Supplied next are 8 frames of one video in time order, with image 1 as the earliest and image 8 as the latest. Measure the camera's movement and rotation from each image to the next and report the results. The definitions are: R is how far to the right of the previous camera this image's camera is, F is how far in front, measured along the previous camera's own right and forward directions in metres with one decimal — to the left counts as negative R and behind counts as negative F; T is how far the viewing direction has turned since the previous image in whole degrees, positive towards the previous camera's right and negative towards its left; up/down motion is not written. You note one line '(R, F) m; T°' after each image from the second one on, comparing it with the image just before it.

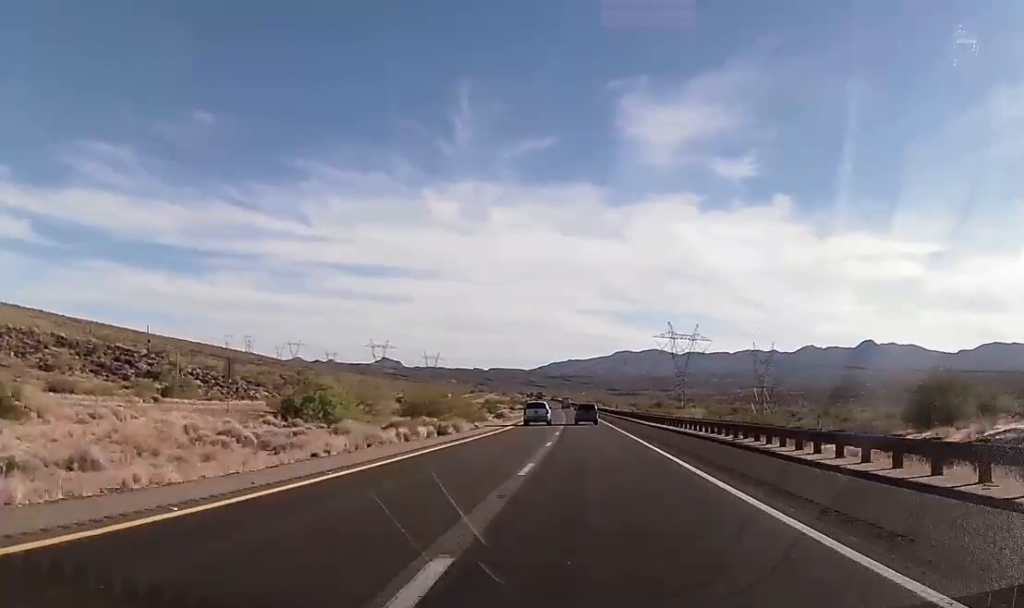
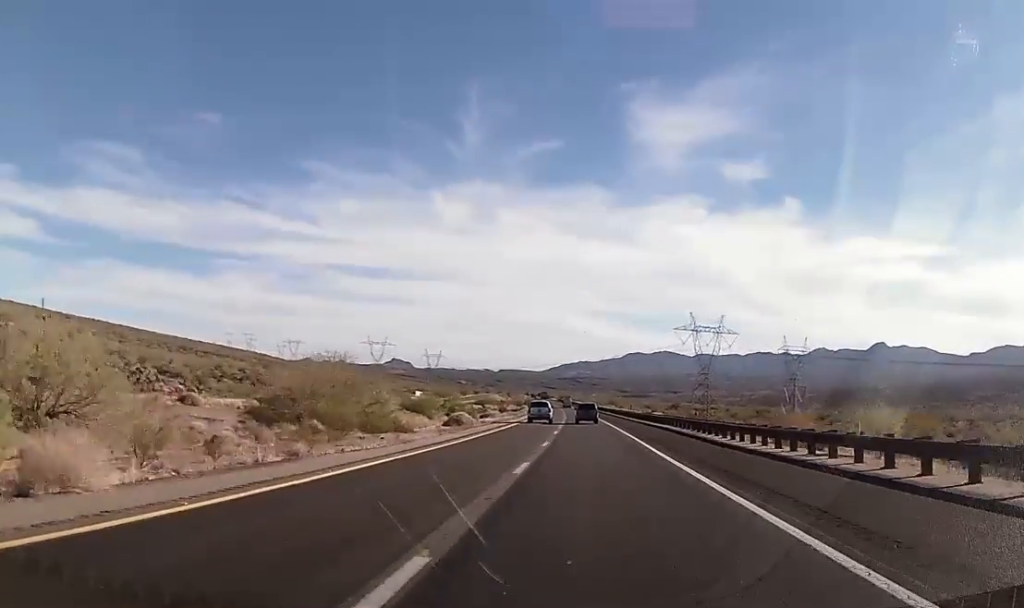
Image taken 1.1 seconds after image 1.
(0.0, +36.4) m; 0°
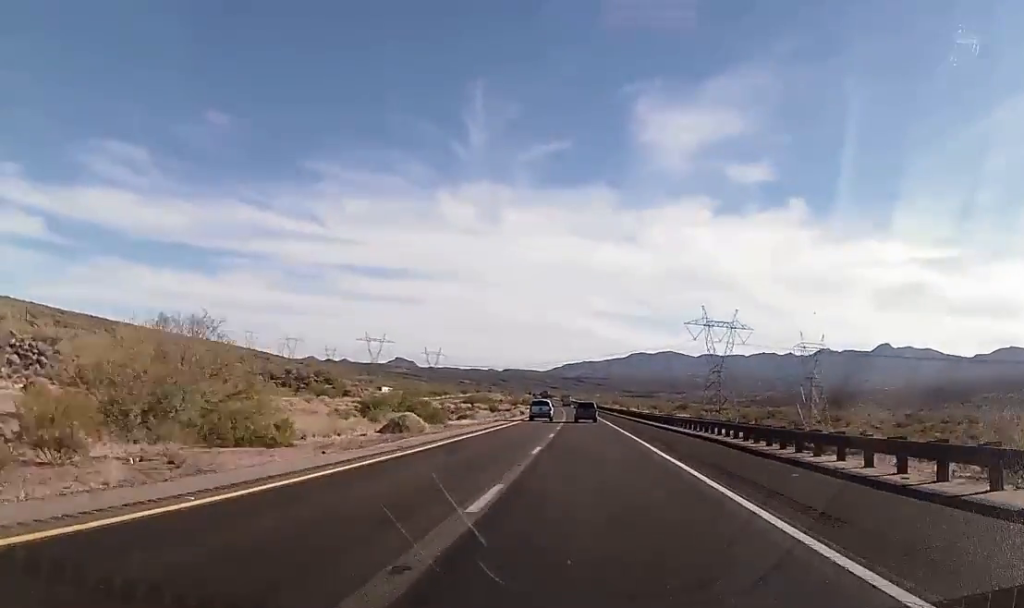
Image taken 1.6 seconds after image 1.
(0.0, +18.1) m; 0°
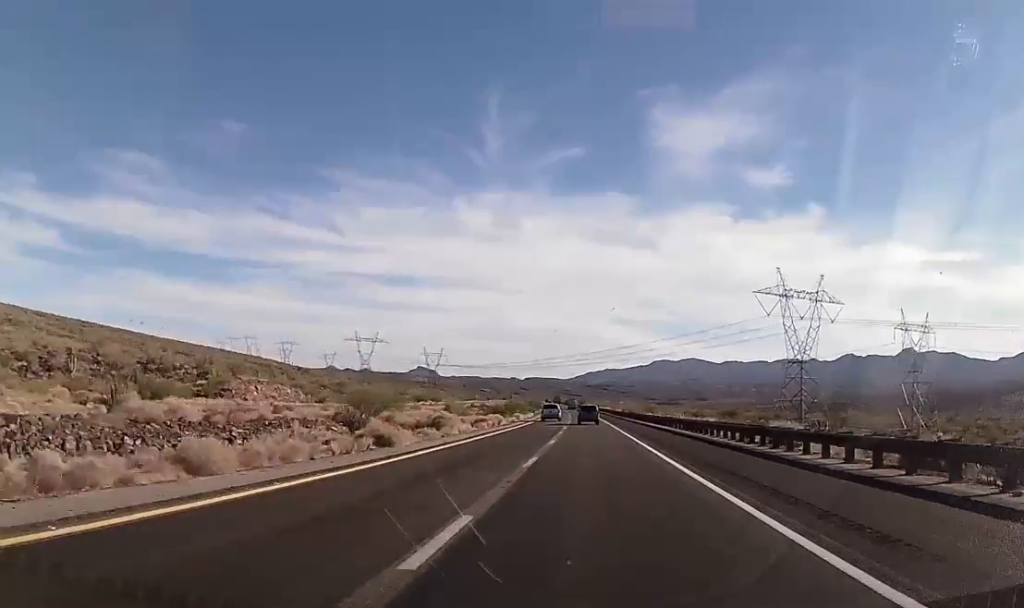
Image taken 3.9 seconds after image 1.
(-1.1, +77.3) m; -2°
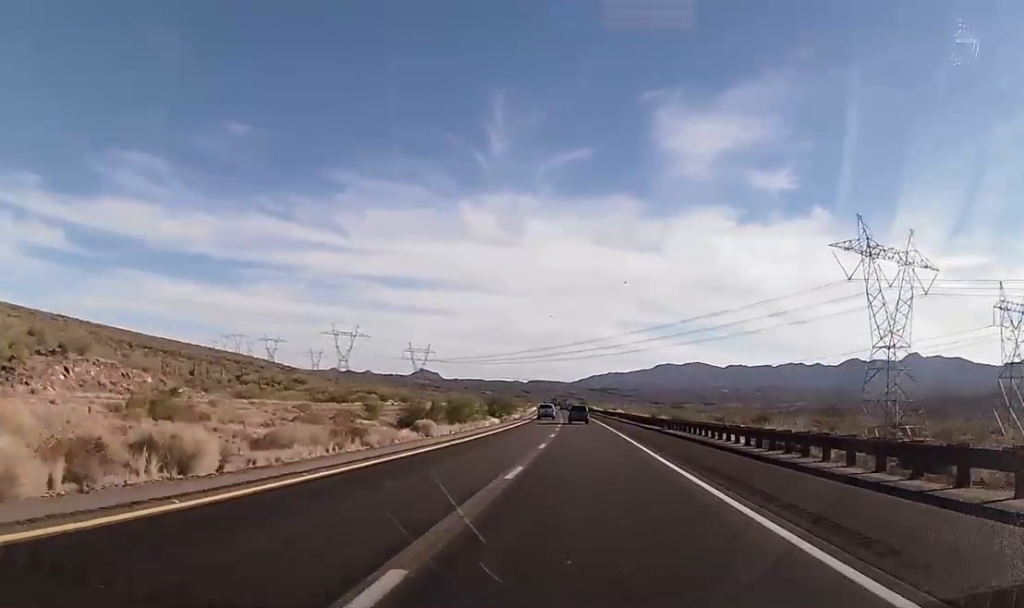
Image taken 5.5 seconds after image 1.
(-0.3, +51.7) m; -1°
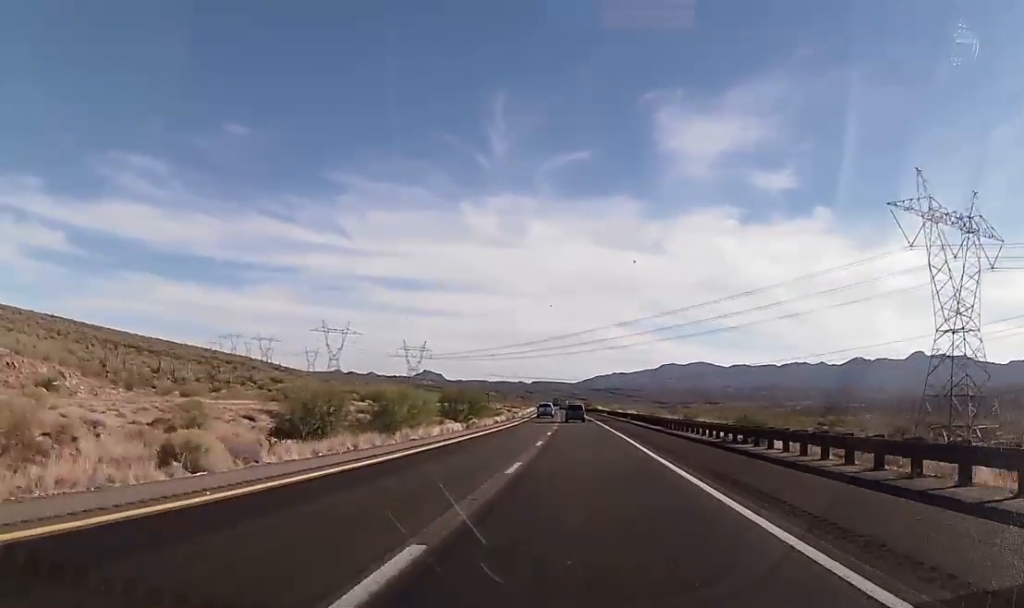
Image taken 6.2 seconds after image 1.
(-0.3, +23.1) m; 0°
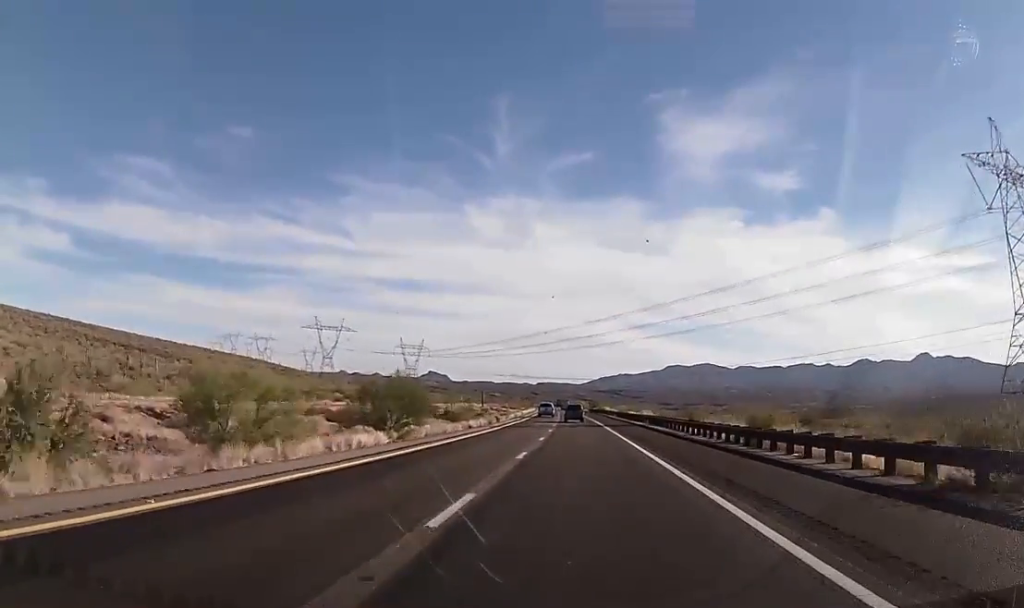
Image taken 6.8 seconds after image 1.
(+0.1, +19.8) m; 0°
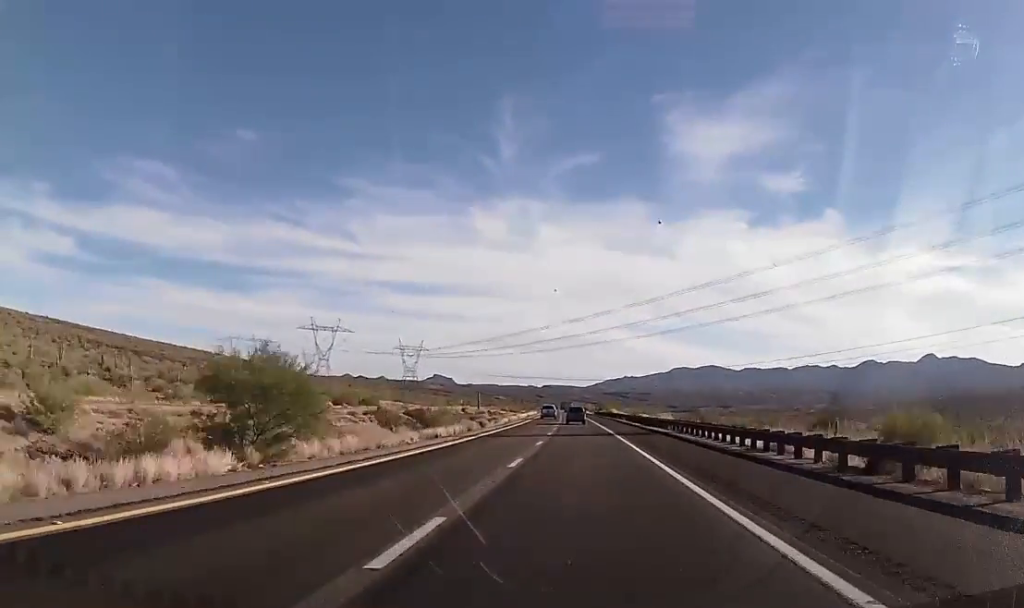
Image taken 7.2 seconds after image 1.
(+0.1, +14.3) m; 0°
